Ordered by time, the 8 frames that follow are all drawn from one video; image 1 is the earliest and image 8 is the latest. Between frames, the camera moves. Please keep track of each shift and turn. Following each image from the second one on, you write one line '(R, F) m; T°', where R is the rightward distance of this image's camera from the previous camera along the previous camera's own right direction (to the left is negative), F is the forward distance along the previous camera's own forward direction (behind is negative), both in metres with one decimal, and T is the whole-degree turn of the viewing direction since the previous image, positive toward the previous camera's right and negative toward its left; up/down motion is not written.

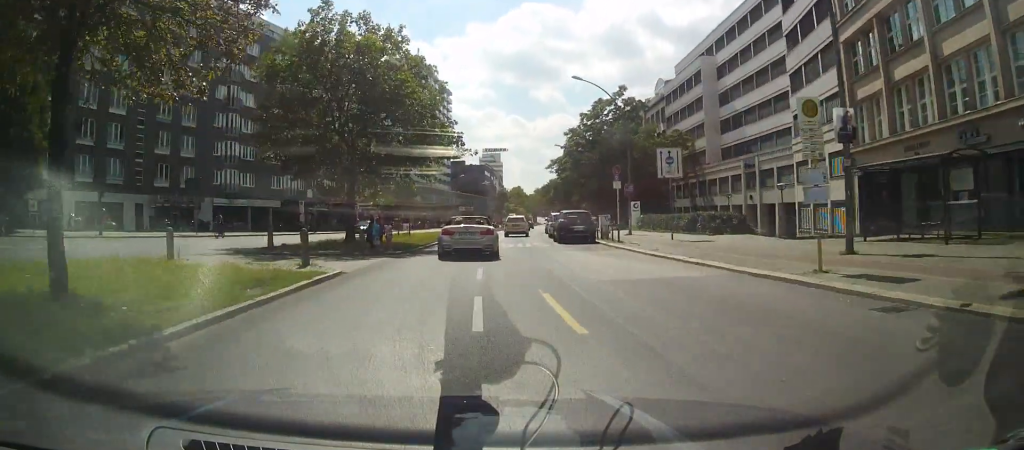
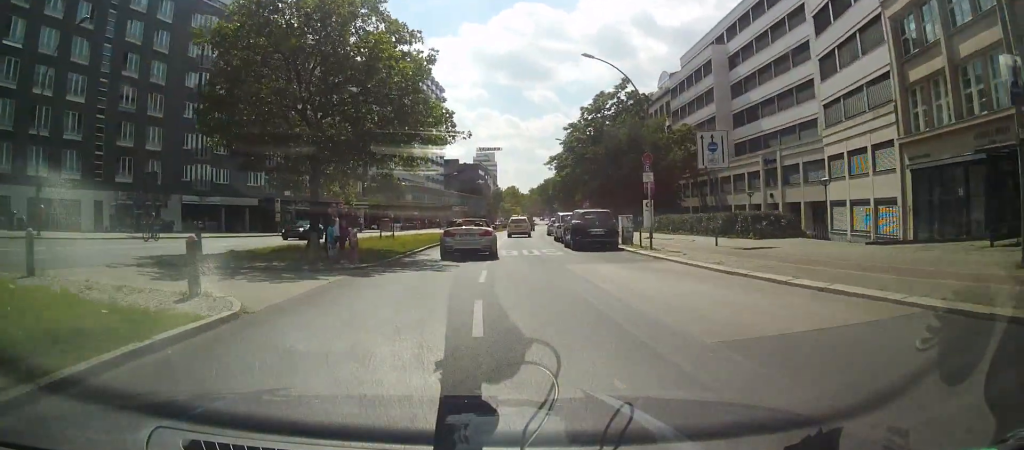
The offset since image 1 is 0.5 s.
(0.0, +6.1) m; 0°
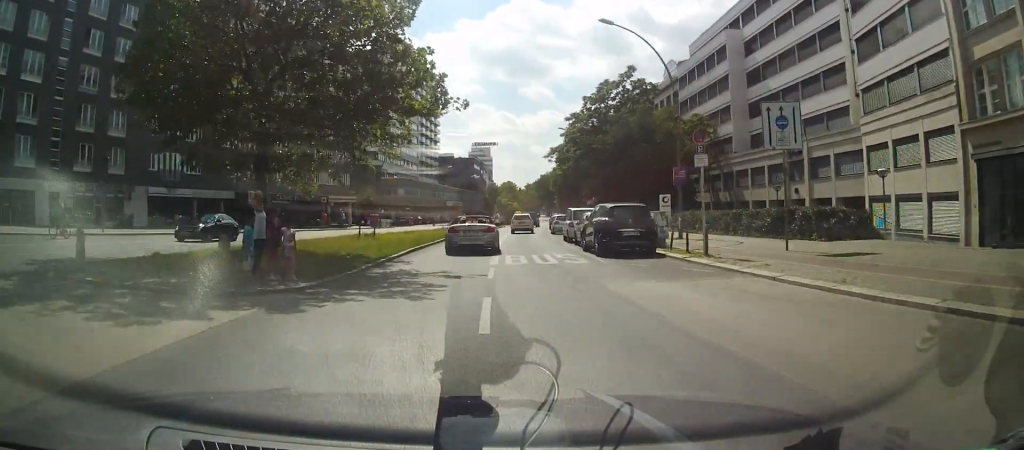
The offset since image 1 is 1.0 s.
(0.0, +5.8) m; +1°
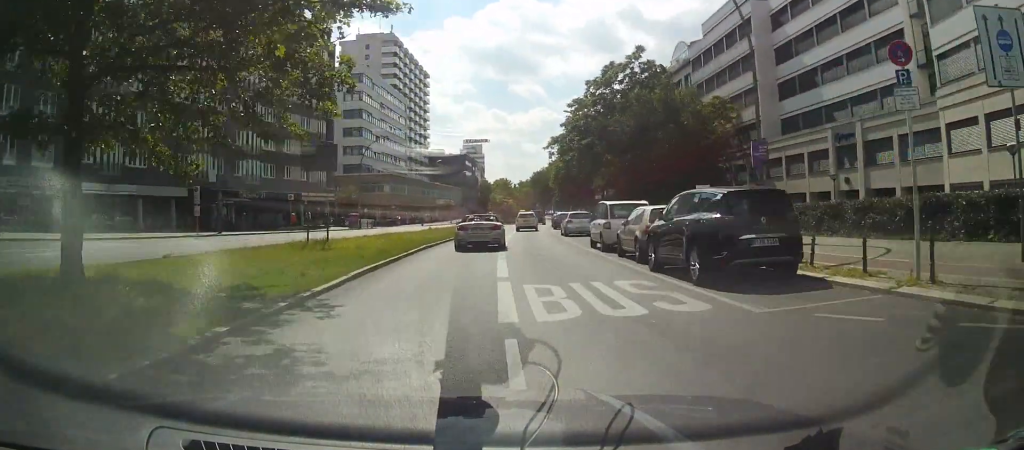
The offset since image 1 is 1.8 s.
(+0.1, +9.0) m; +2°
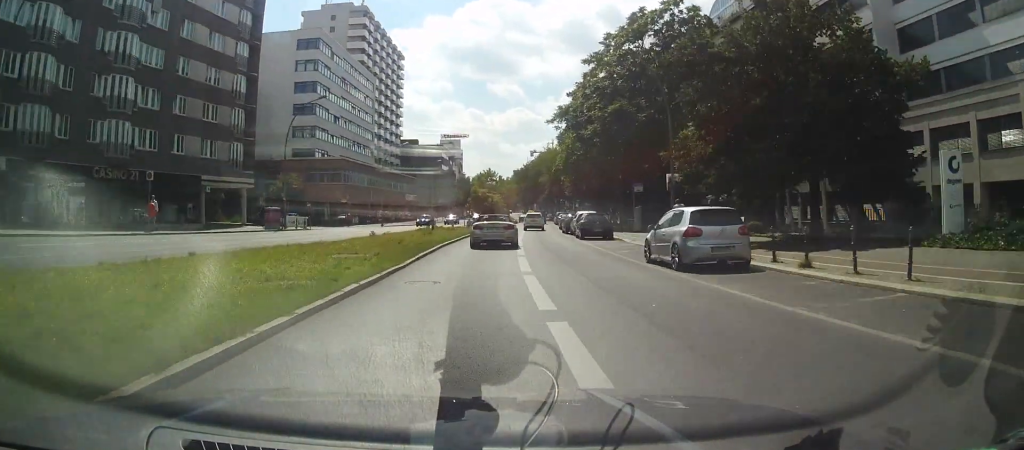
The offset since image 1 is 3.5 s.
(+0.9, +21.5) m; +3°
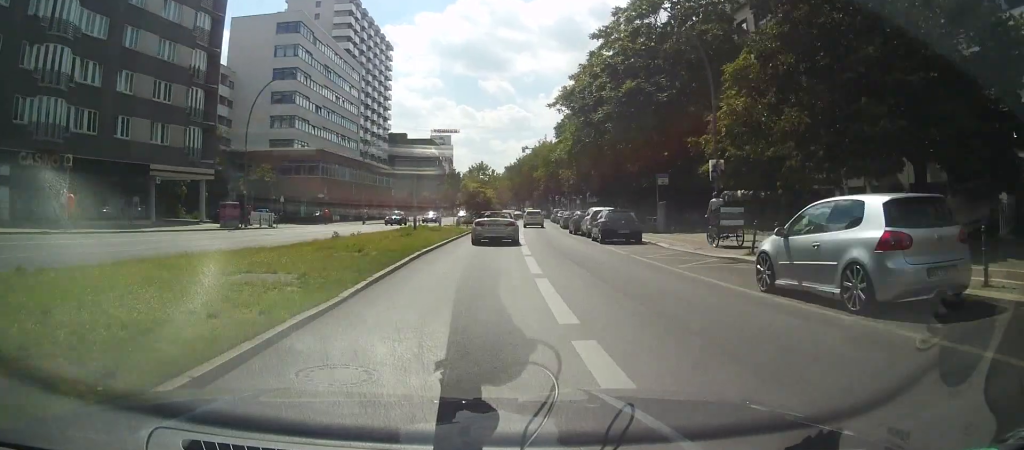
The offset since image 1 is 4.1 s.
(0.0, +7.1) m; 0°
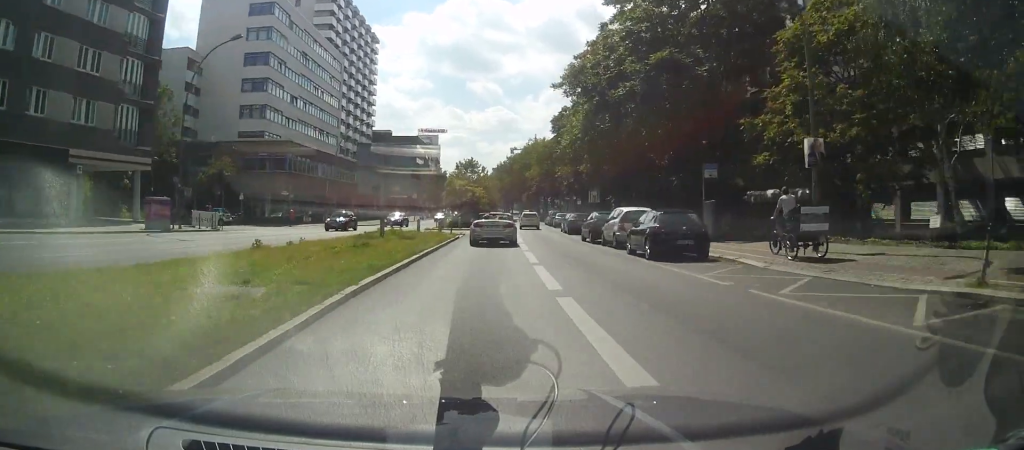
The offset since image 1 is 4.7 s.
(0.0, +8.5) m; 0°
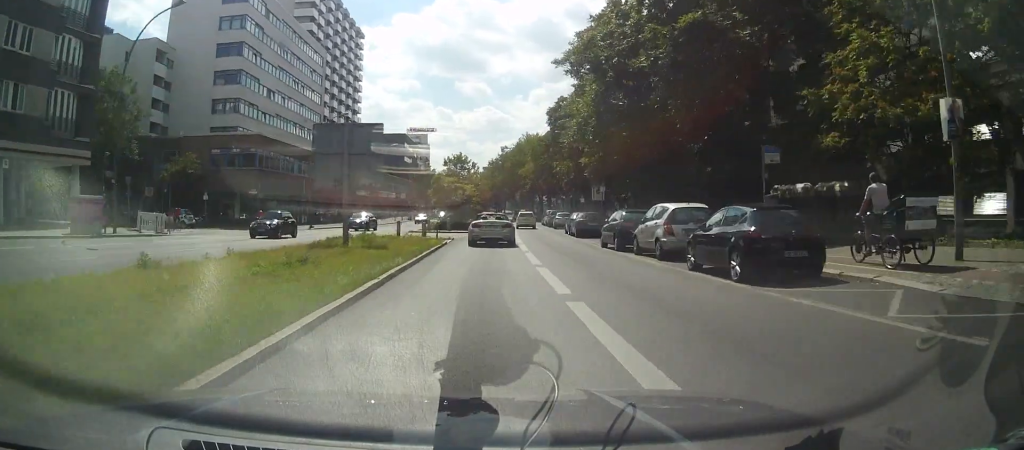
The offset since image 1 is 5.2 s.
(0.0, +6.4) m; +1°
